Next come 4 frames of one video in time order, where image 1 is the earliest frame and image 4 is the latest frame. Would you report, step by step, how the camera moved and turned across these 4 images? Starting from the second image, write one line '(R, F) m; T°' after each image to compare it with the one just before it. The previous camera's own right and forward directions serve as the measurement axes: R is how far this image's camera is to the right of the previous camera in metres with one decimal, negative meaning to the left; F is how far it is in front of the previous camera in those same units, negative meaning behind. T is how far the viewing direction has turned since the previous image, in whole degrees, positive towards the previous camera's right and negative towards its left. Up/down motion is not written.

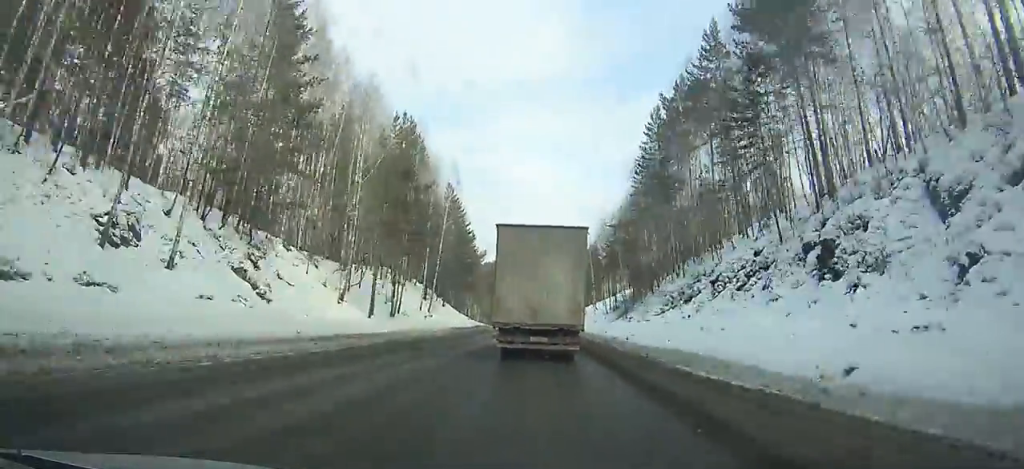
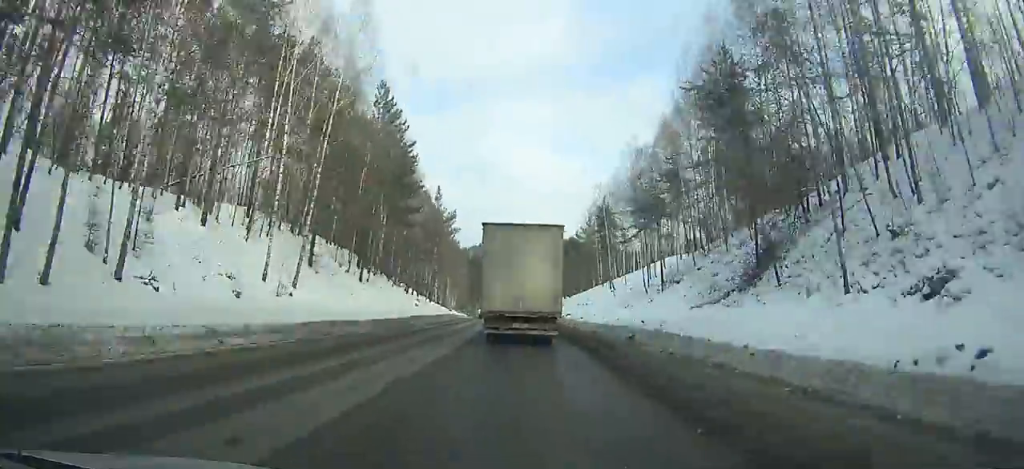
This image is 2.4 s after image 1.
(-0.3, +36.7) m; 0°
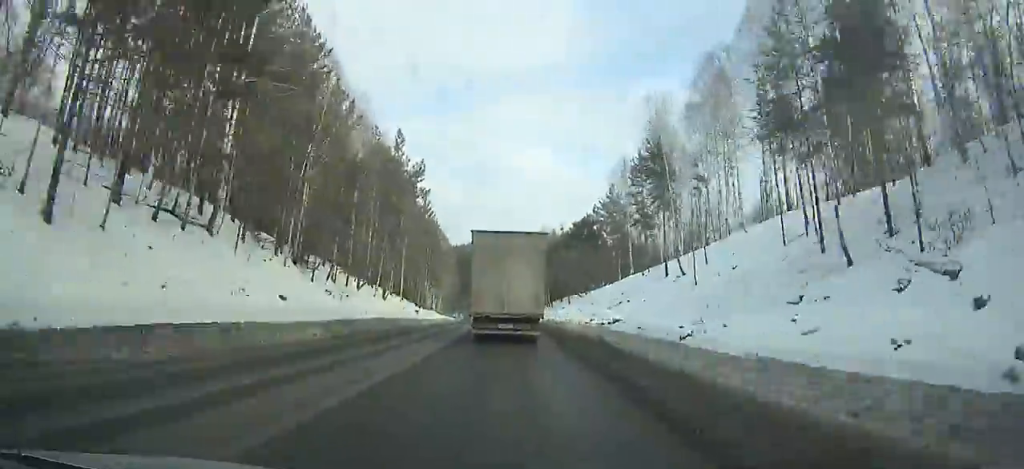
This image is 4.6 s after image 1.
(+0.5, +34.1) m; 0°
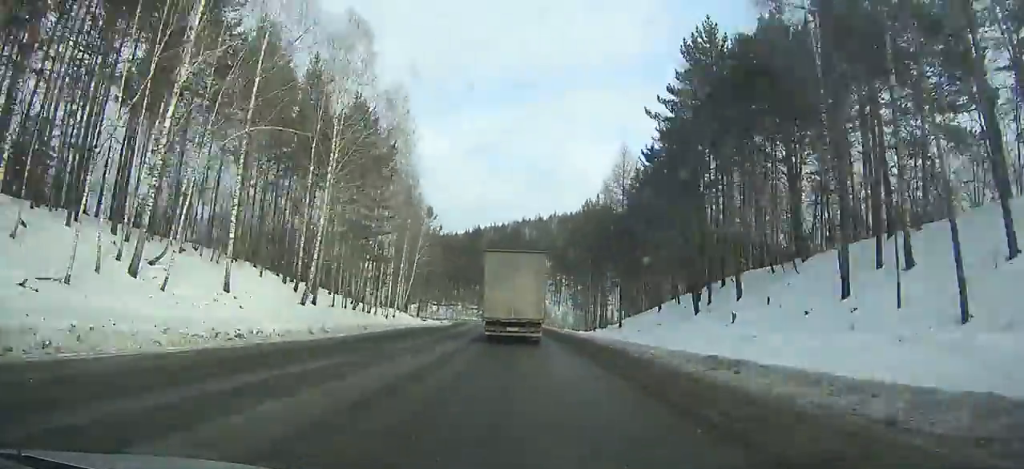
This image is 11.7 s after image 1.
(-2.9, +114.6) m; -3°
